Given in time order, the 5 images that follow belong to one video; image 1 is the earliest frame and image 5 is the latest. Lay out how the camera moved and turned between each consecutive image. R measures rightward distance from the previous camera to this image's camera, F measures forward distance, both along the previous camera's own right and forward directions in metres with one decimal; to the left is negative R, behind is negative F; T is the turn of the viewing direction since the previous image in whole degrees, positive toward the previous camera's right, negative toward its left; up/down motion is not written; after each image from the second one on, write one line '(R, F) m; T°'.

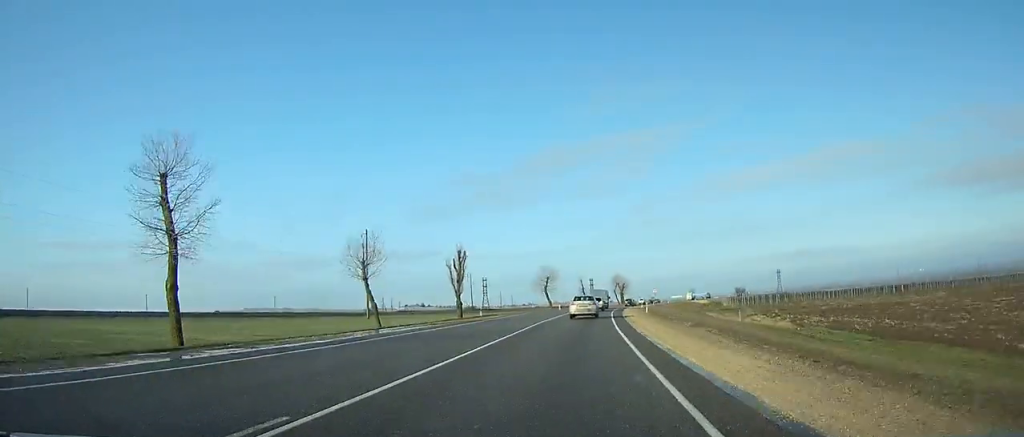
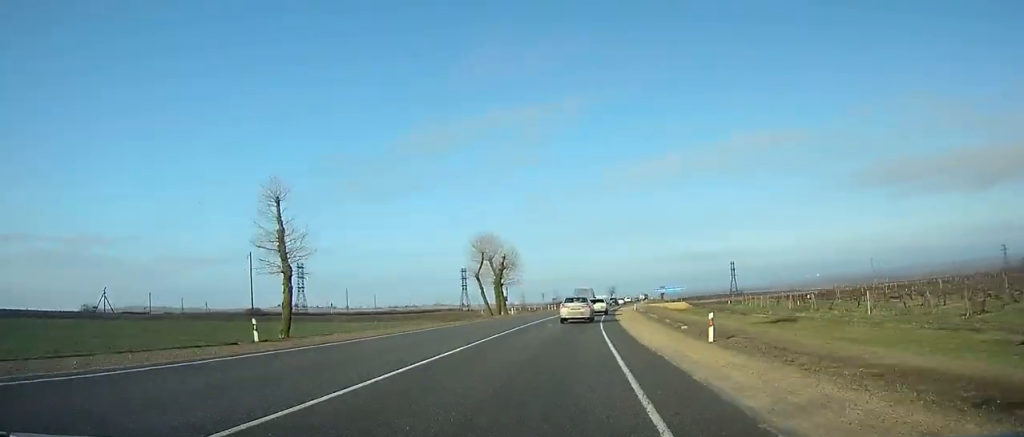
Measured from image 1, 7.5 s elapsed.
(+10.2, +125.4) m; +10°
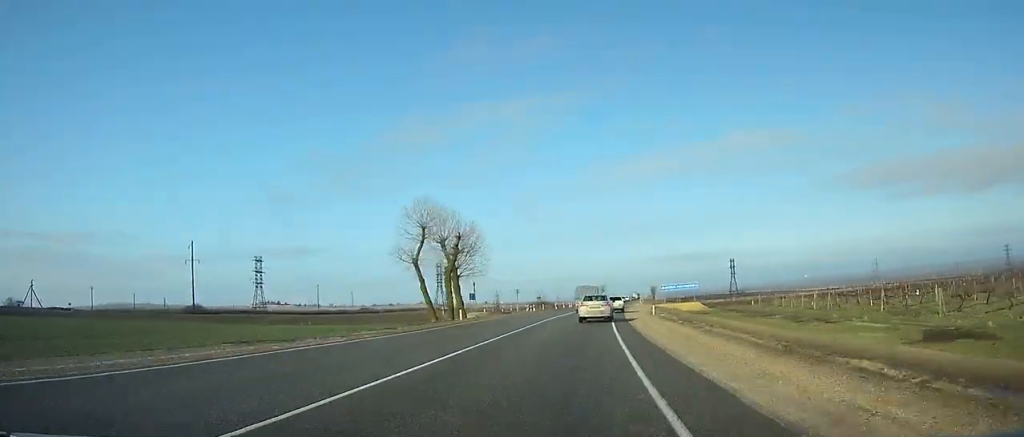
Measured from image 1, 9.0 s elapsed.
(+0.4, +22.6) m; +2°
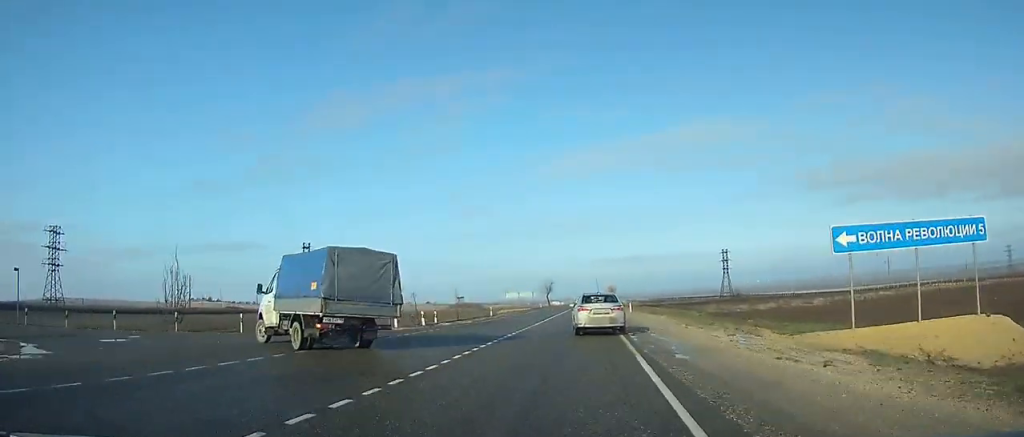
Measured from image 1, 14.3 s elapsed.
(+3.4, +74.5) m; +4°
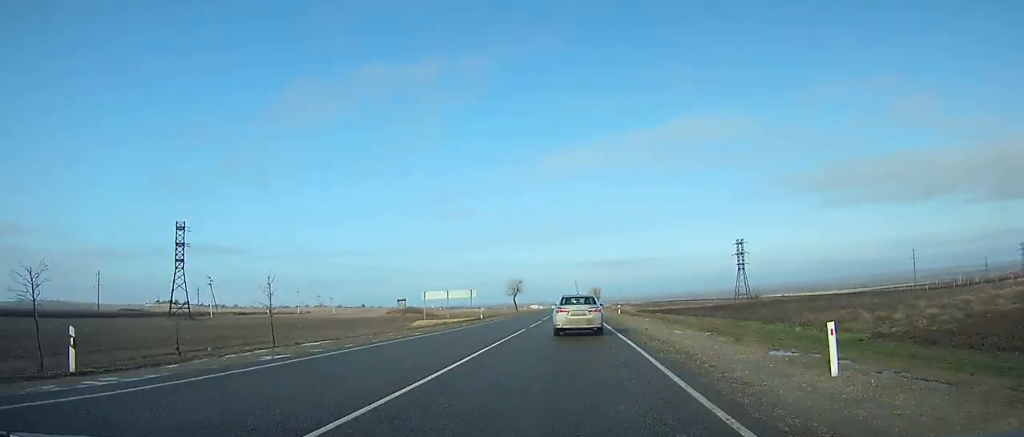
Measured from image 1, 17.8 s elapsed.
(+0.2, +47.6) m; 0°
